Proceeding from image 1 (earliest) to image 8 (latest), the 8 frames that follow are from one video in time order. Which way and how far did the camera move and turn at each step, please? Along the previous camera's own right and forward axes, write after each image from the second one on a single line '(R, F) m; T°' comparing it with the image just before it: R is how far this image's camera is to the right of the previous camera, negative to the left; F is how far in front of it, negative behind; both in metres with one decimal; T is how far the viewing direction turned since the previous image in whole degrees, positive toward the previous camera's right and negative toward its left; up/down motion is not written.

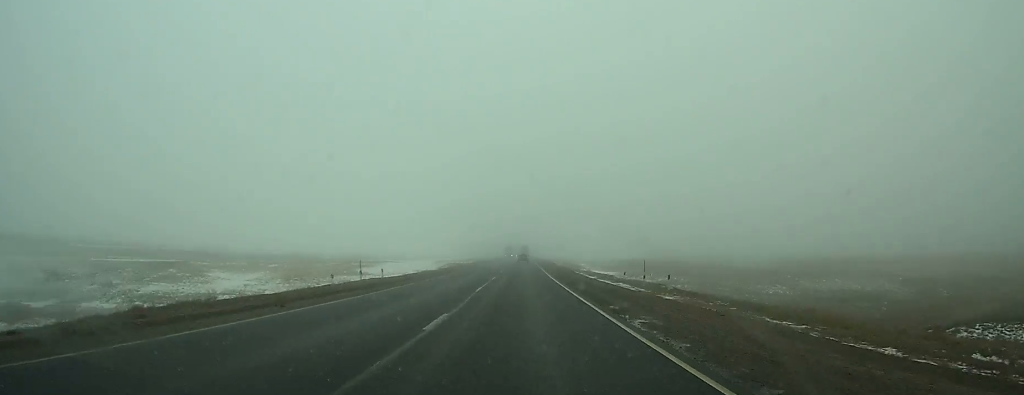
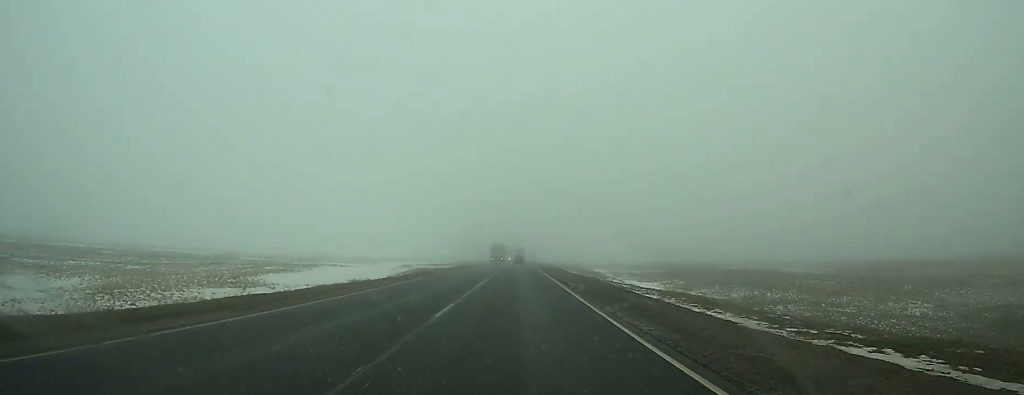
(0.0, +32.0) m; 0°
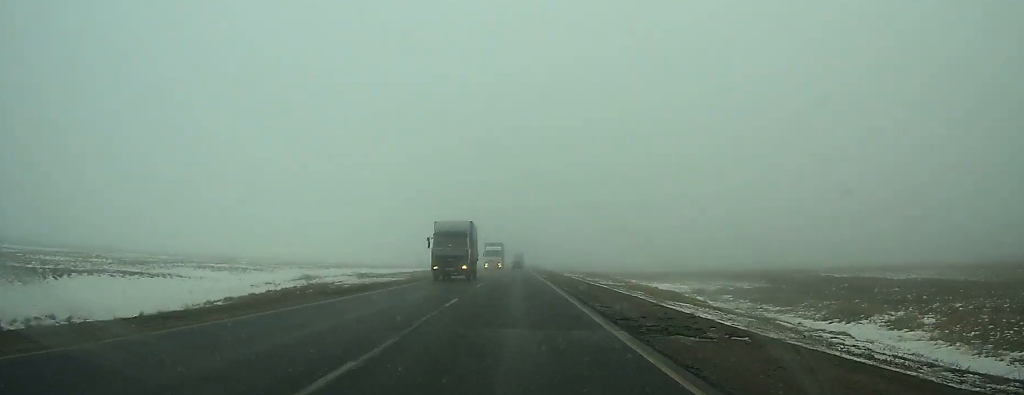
(0.0, +43.5) m; 0°
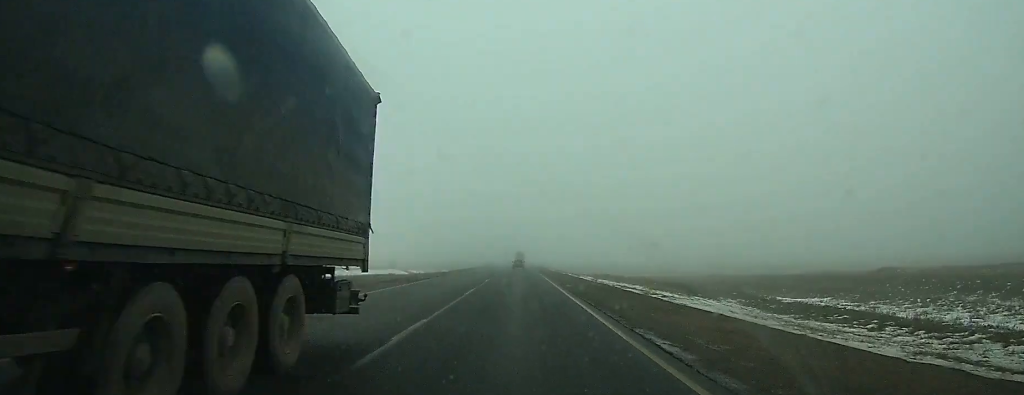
(-0.1, +55.3) m; 0°
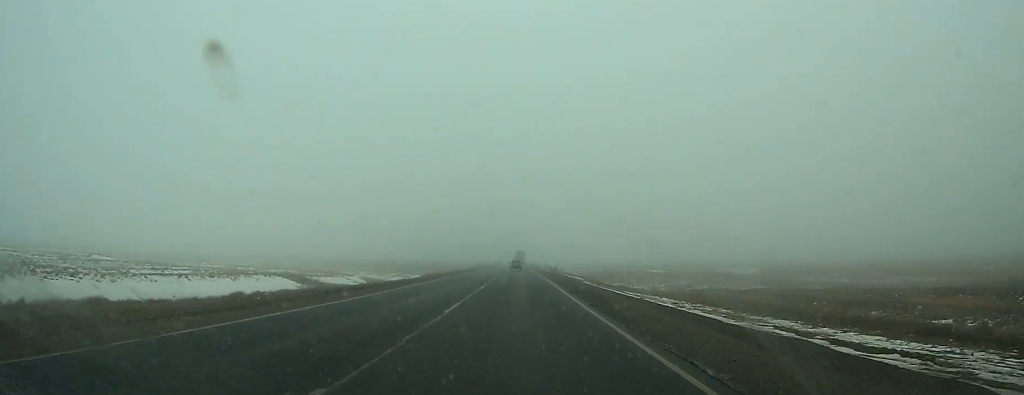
(-0.2, +57.0) m; 0°
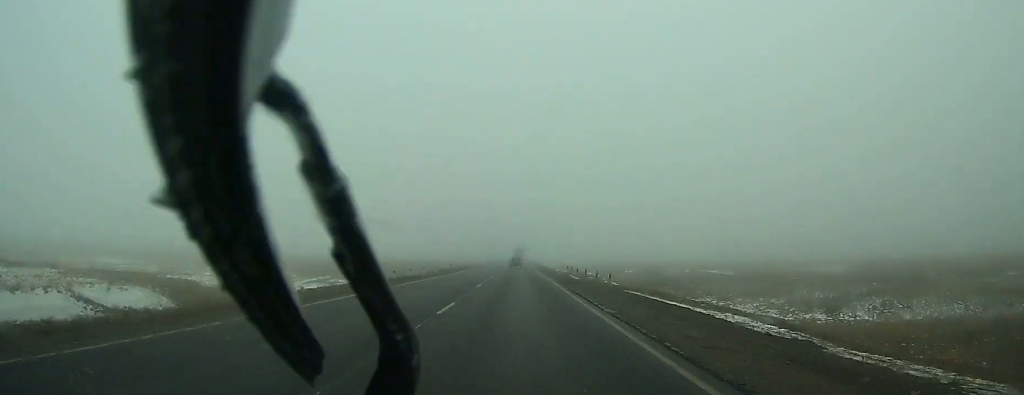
(0.0, +53.0) m; 0°
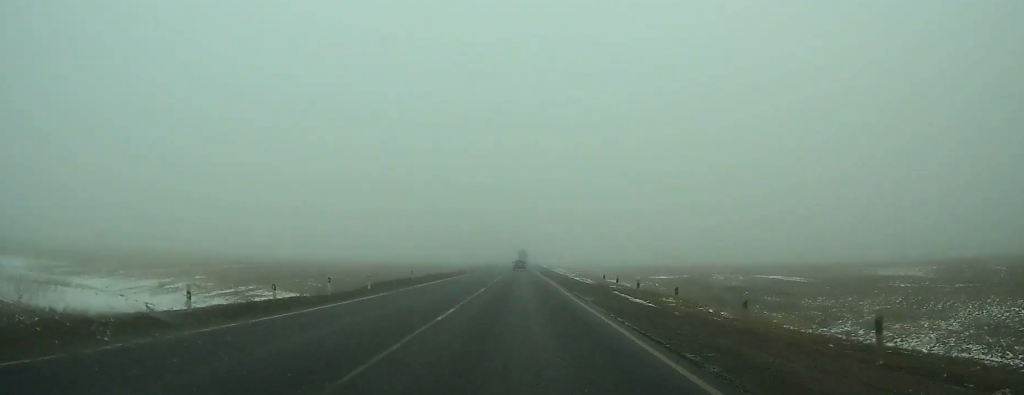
(0.0, +26.8) m; 0°
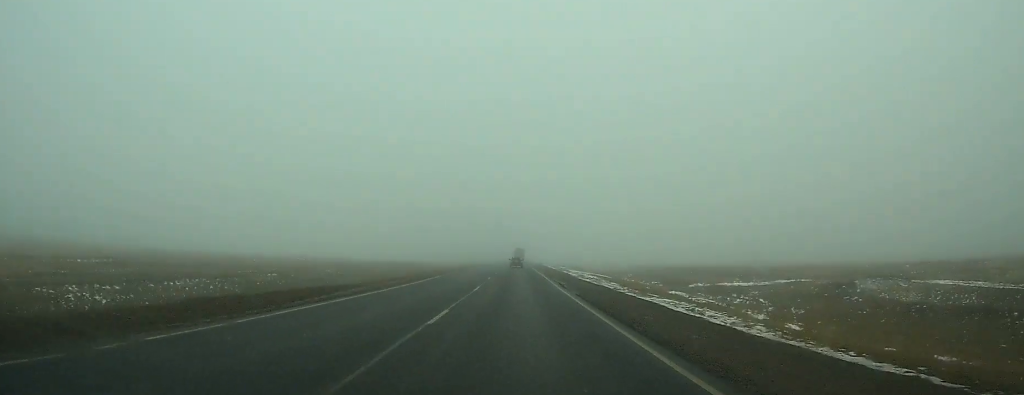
(-0.1, +40.4) m; 0°
